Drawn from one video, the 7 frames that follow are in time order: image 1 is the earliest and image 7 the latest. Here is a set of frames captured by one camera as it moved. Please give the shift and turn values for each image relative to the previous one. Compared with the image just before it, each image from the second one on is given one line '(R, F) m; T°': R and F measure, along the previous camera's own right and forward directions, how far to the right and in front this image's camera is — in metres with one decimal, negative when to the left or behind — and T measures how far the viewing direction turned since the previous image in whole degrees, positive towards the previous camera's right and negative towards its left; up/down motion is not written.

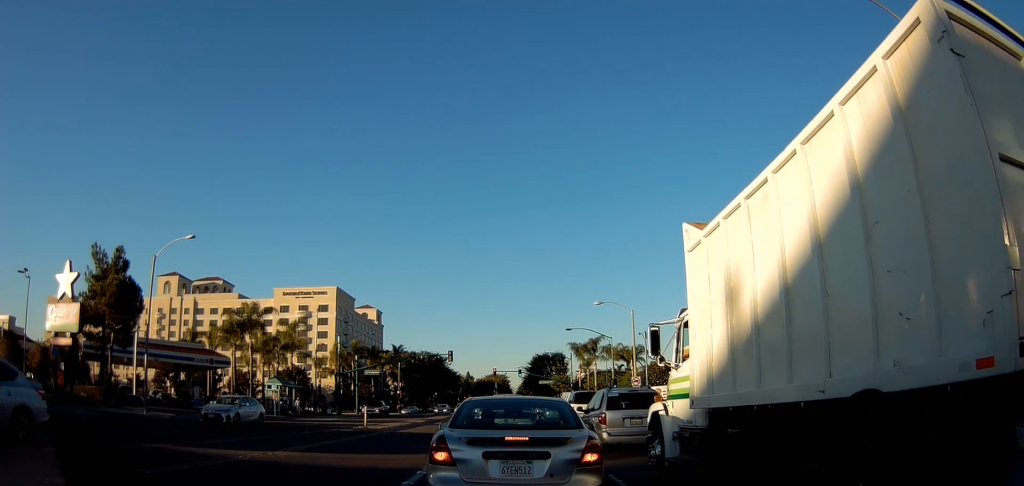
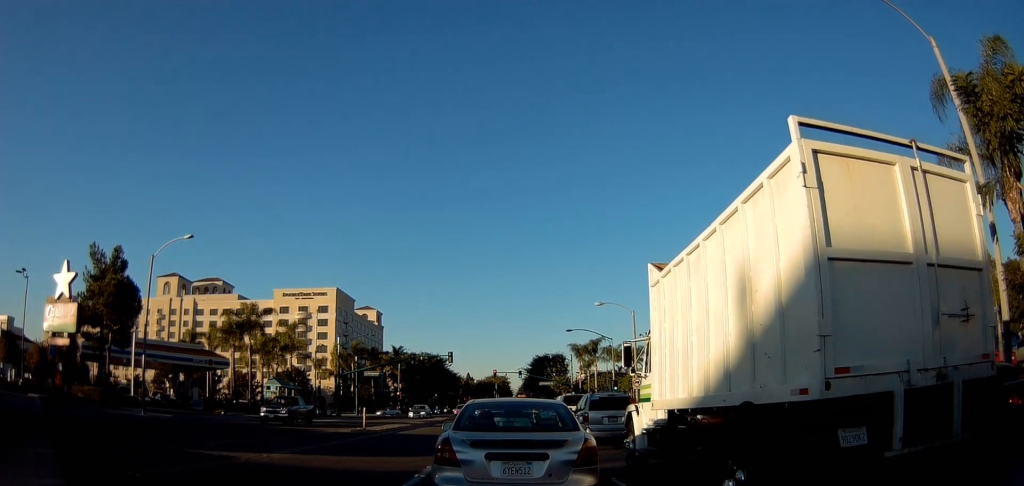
(0.0, +0.1) m; 0°
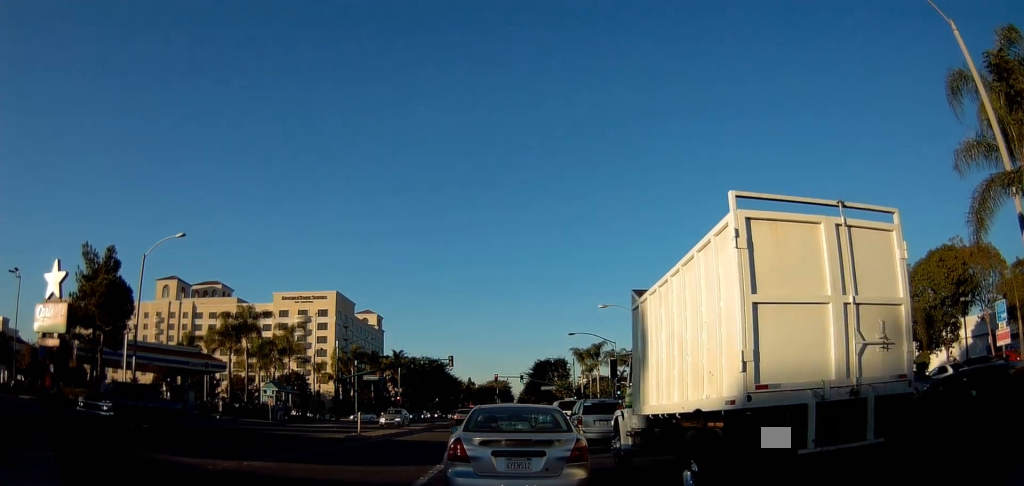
(0.0, +0.3) m; 0°
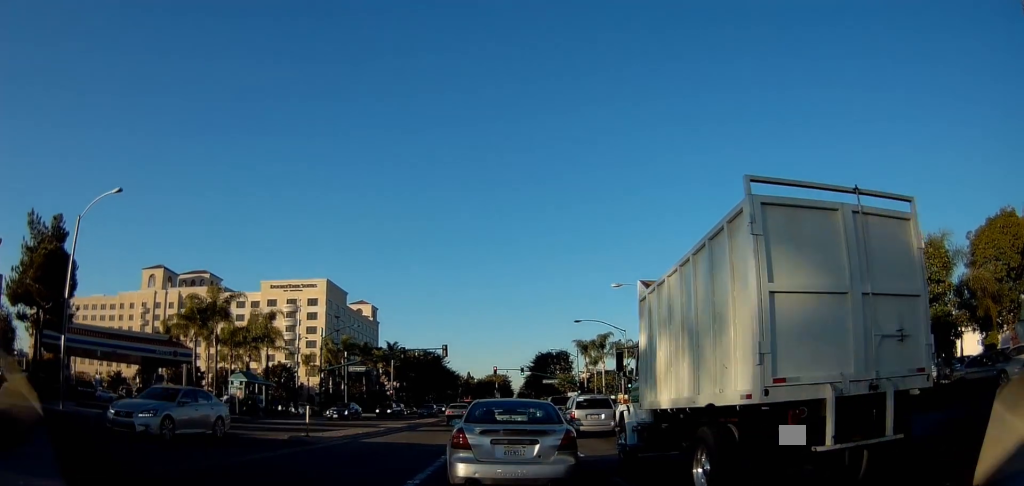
(0.0, +3.0) m; 0°
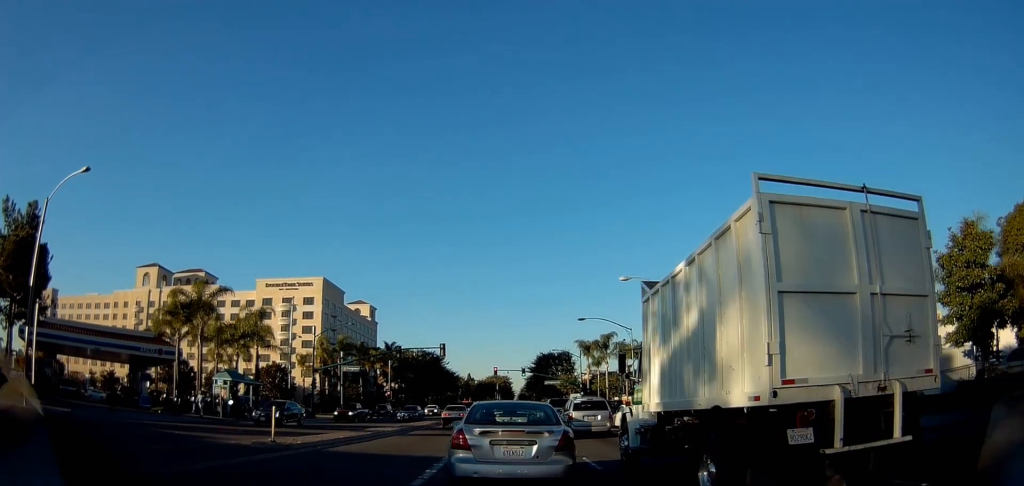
(0.0, +2.3) m; 0°
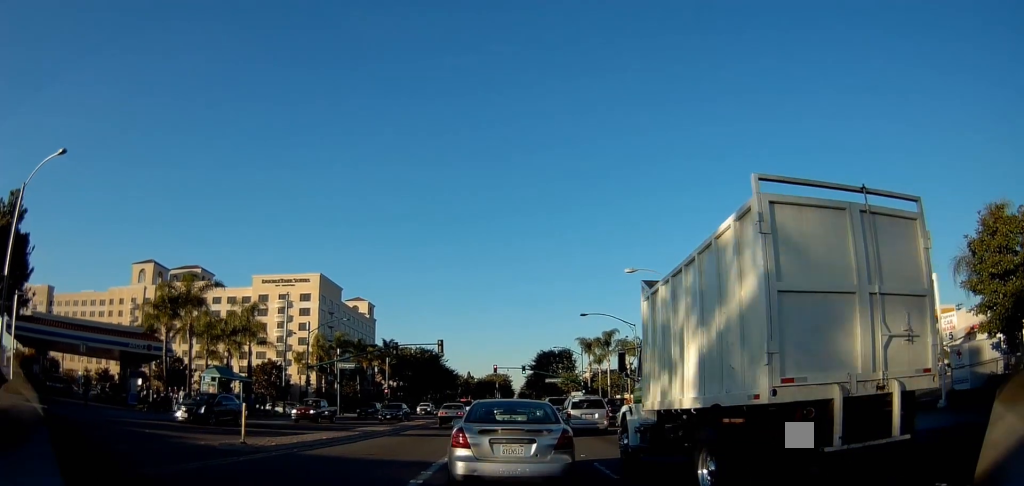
(0.0, +1.6) m; 0°
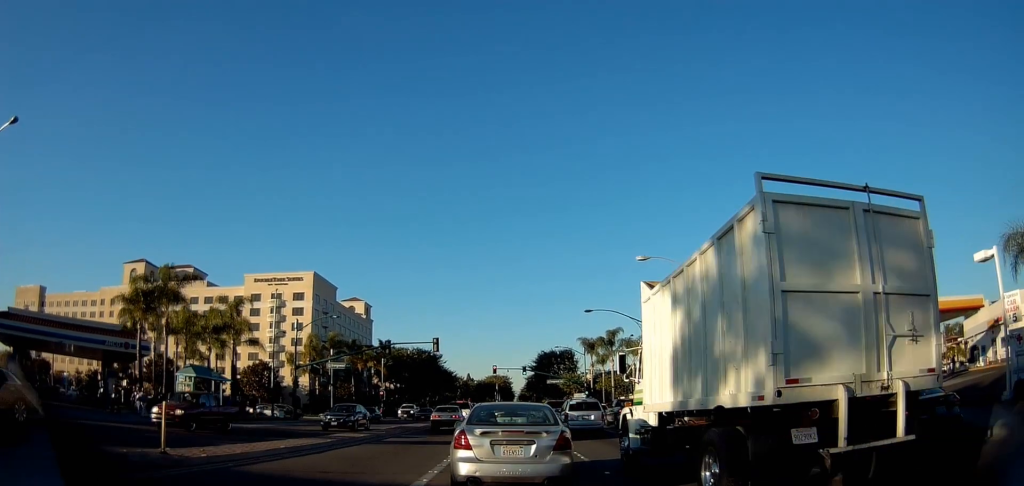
(0.0, +3.4) m; 0°
